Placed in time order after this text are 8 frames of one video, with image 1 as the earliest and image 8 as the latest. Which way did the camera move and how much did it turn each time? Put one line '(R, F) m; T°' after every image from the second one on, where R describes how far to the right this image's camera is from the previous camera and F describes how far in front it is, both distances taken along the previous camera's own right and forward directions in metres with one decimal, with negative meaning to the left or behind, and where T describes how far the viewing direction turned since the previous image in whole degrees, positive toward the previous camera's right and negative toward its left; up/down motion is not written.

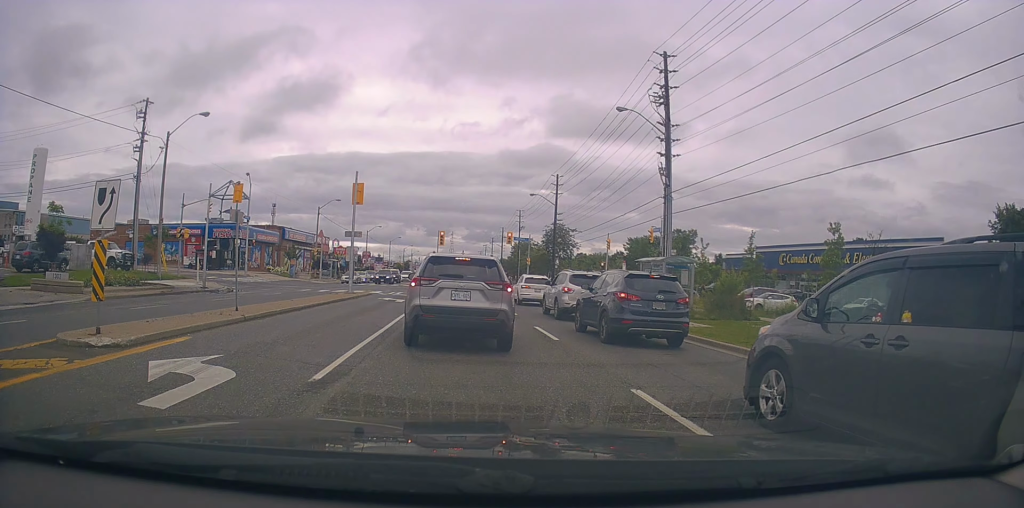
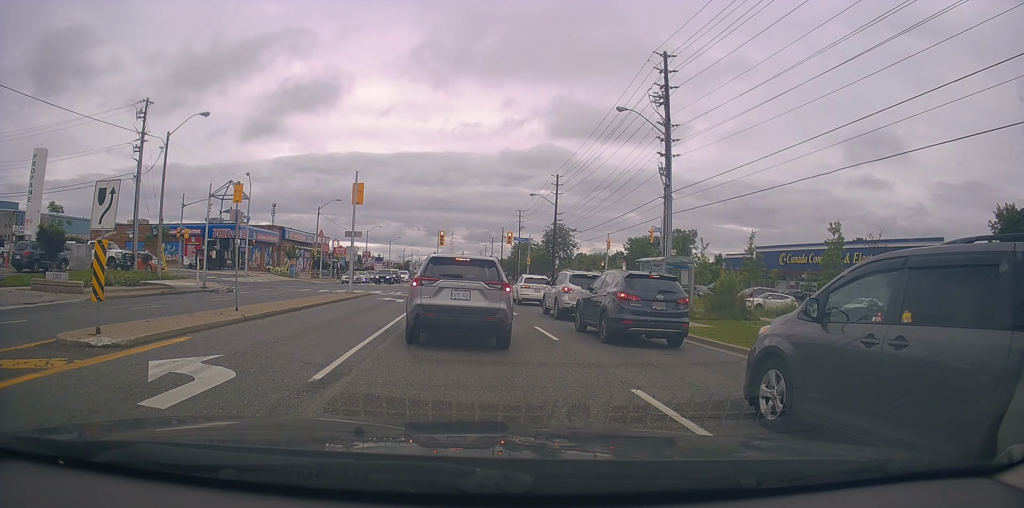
(0.0, 0.0) m; 0°
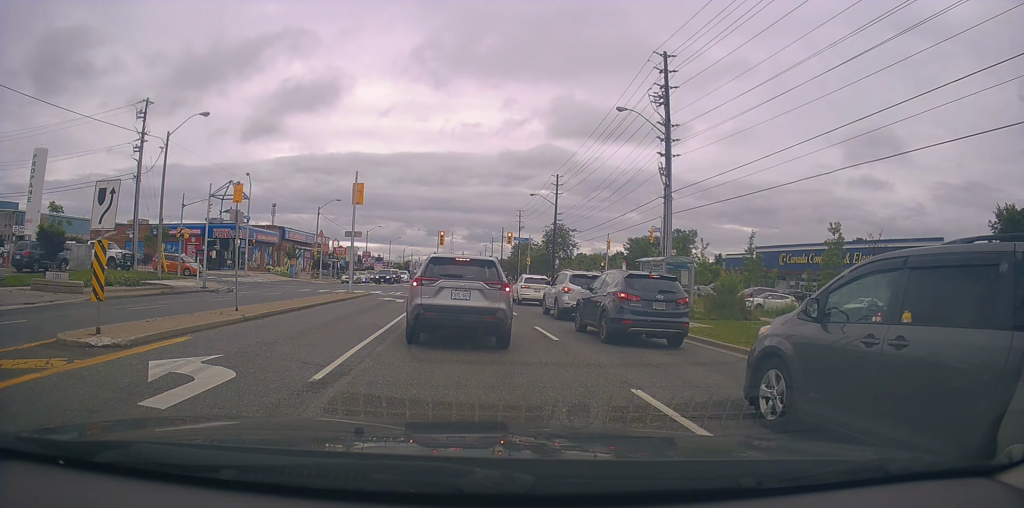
(0.0, 0.0) m; 0°
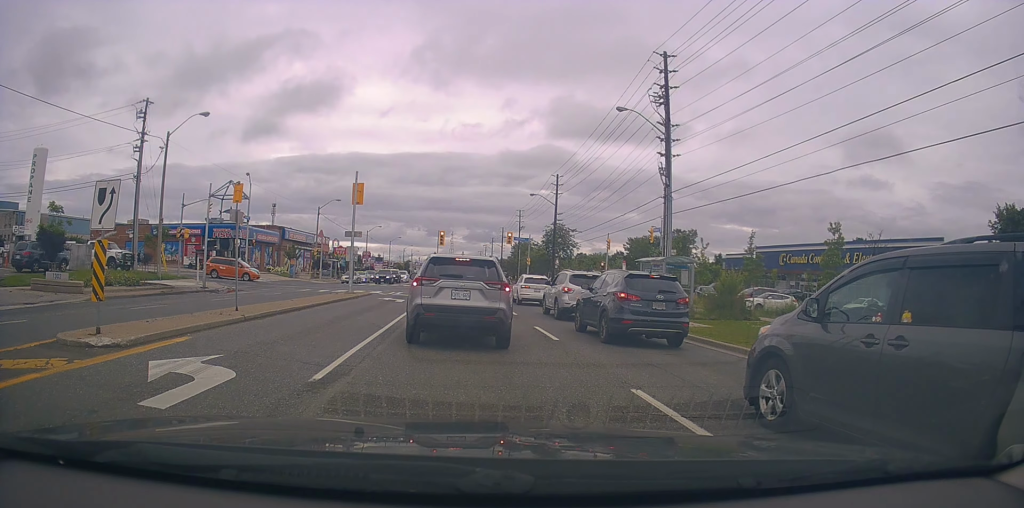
(0.0, 0.0) m; 0°
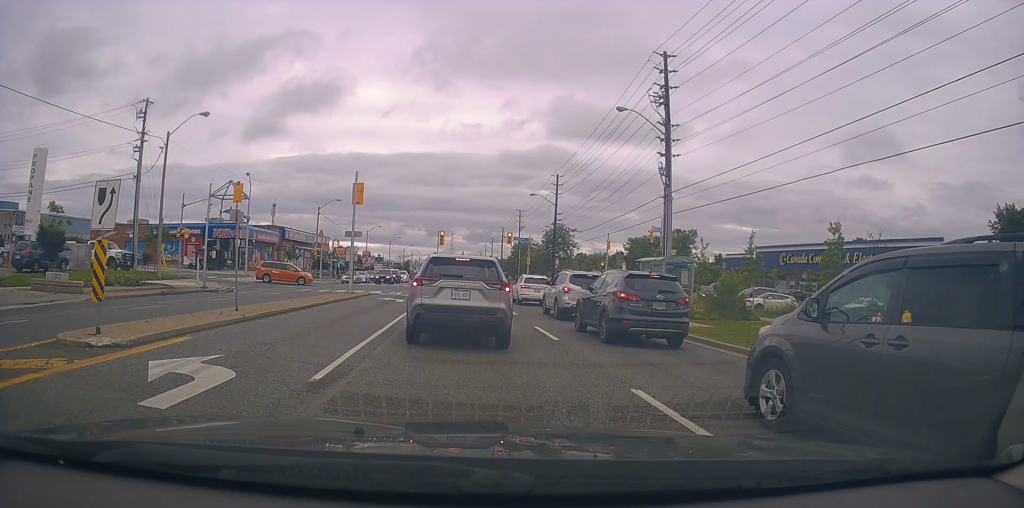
(0.0, 0.0) m; 0°
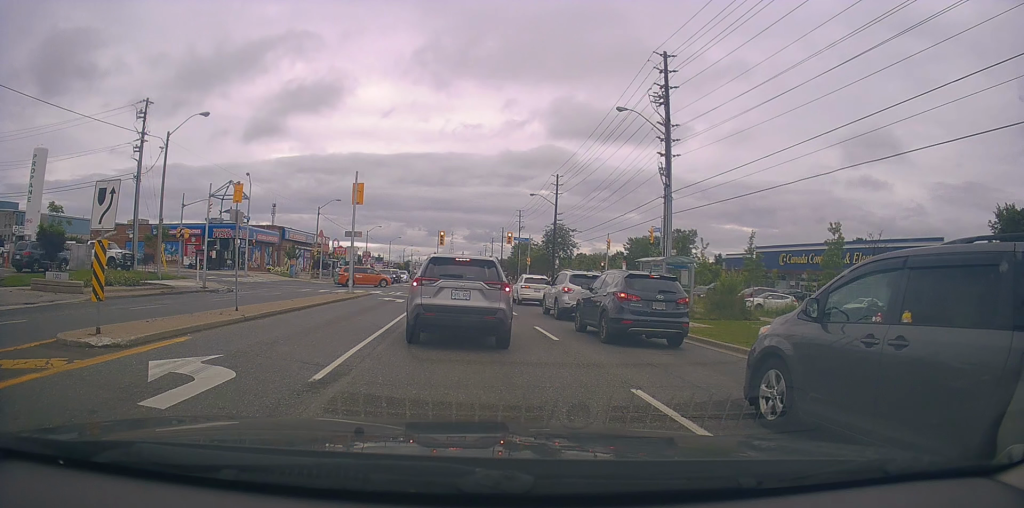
(0.0, 0.0) m; 0°
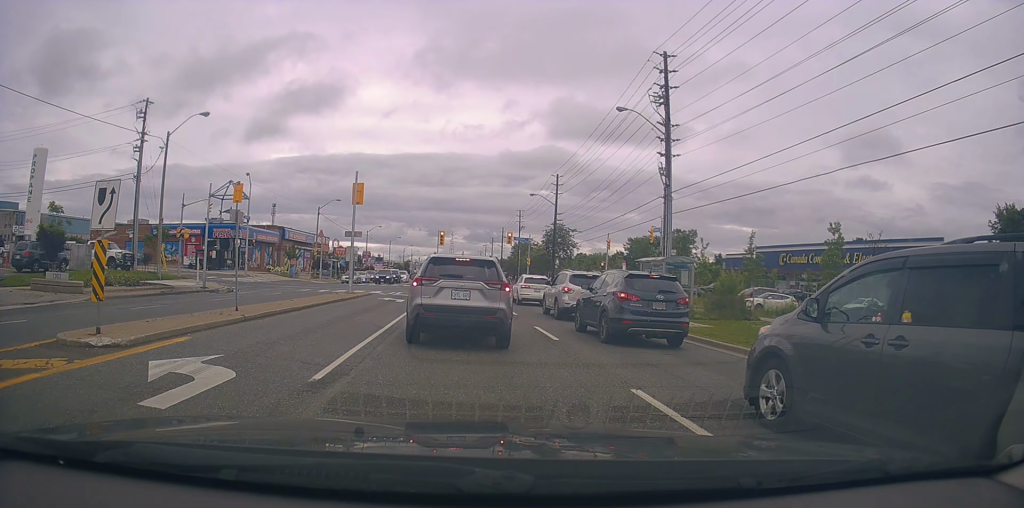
(0.0, 0.0) m; 0°
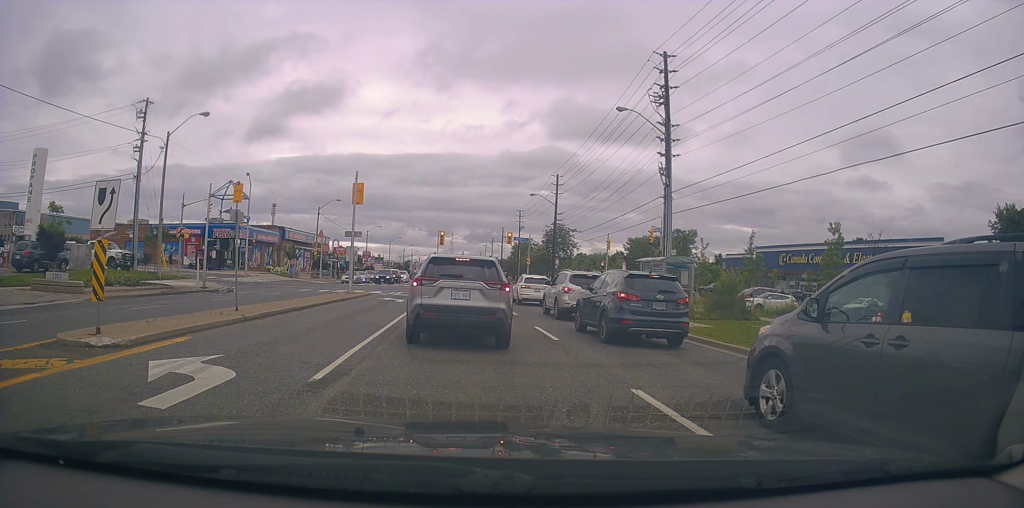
(0.0, 0.0) m; 0°
